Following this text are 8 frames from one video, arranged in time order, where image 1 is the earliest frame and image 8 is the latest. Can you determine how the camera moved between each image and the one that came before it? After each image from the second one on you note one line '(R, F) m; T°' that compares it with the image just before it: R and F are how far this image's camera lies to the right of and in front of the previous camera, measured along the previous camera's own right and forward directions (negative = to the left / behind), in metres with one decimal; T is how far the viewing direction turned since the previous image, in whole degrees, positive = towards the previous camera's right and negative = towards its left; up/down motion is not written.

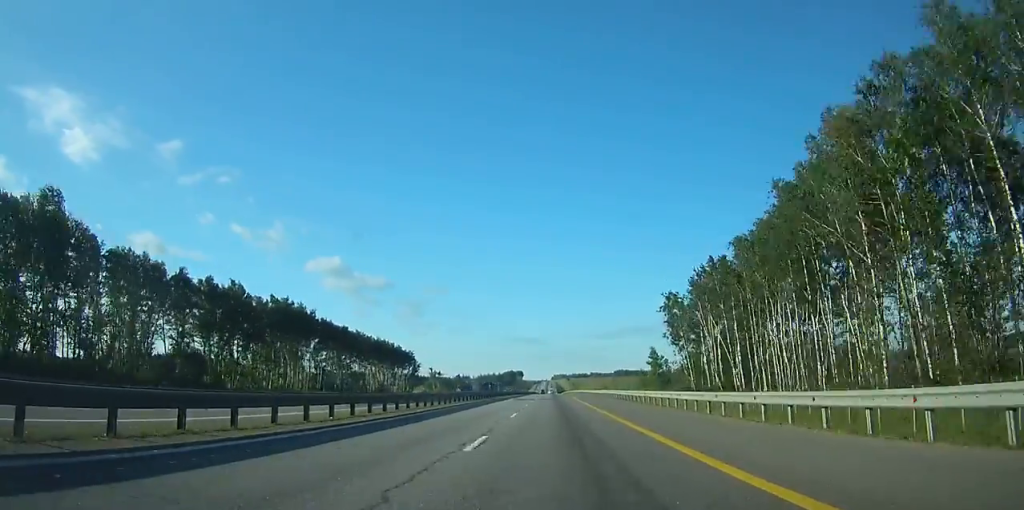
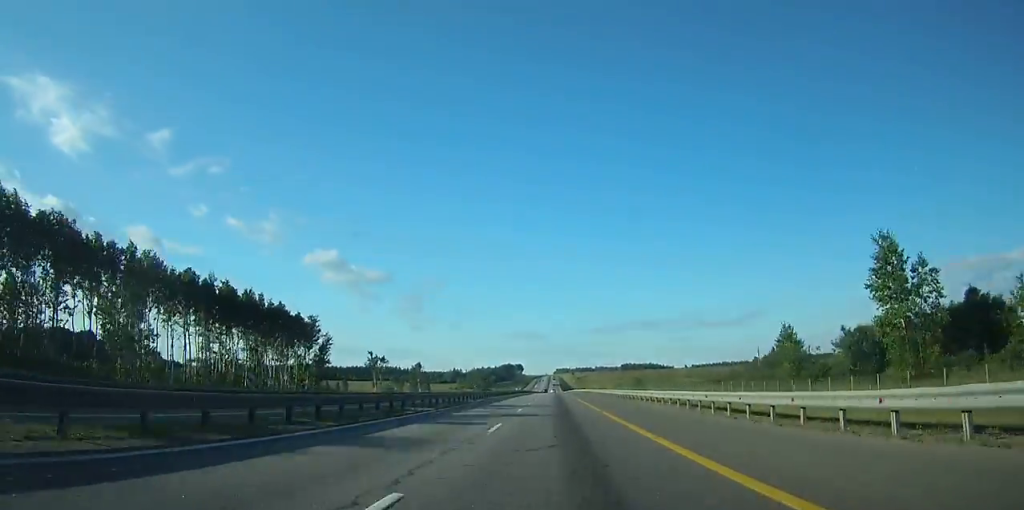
(0.0, +106.8) m; 0°
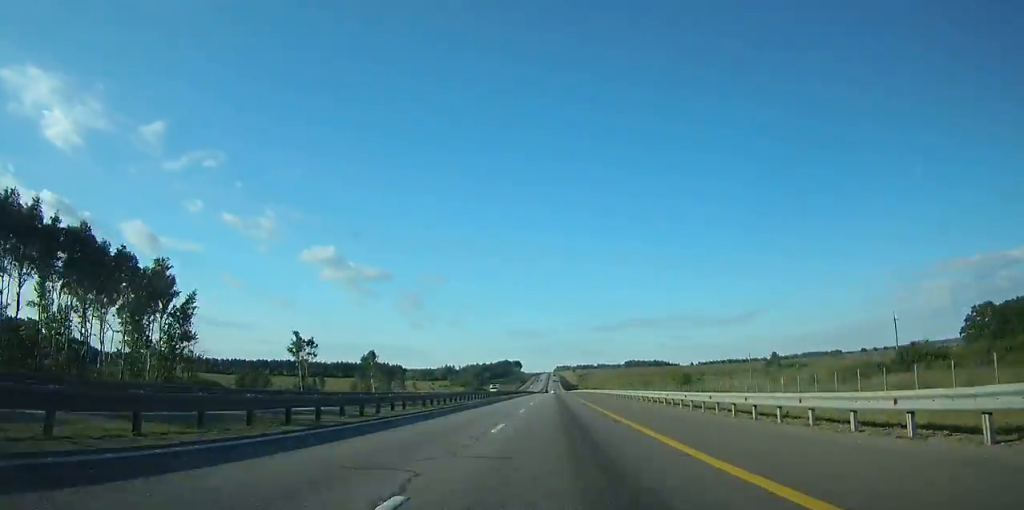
(-0.1, +64.0) m; 0°
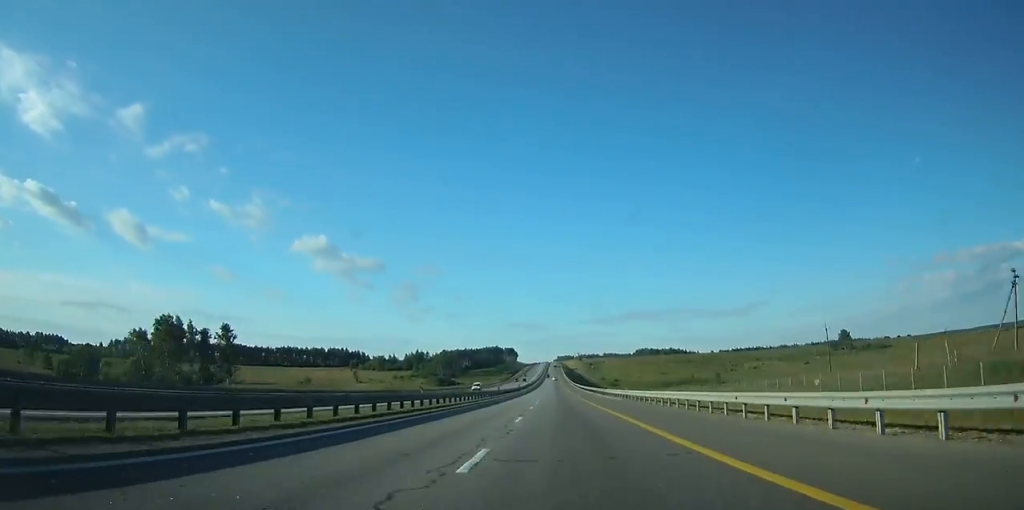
(0.0, +161.7) m; 0°
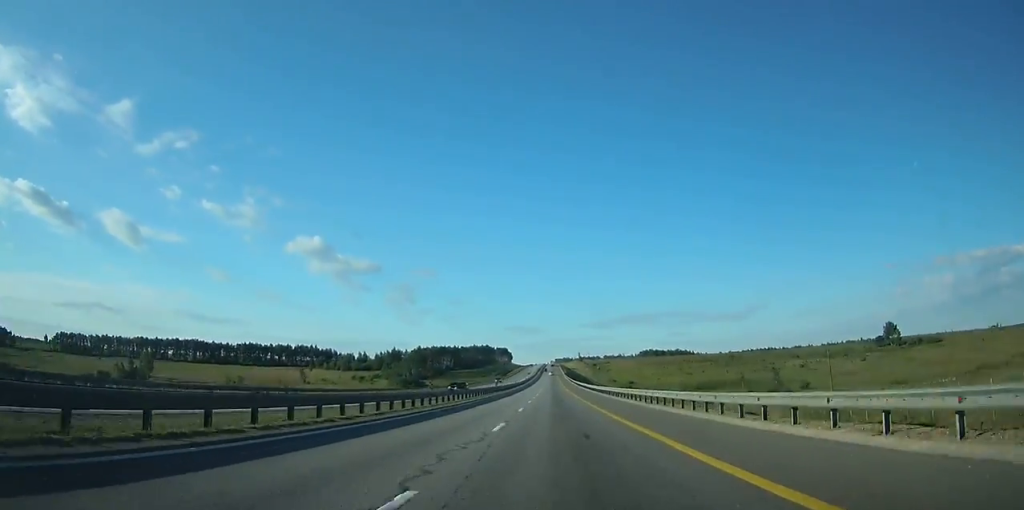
(+0.1, +71.2) m; 0°
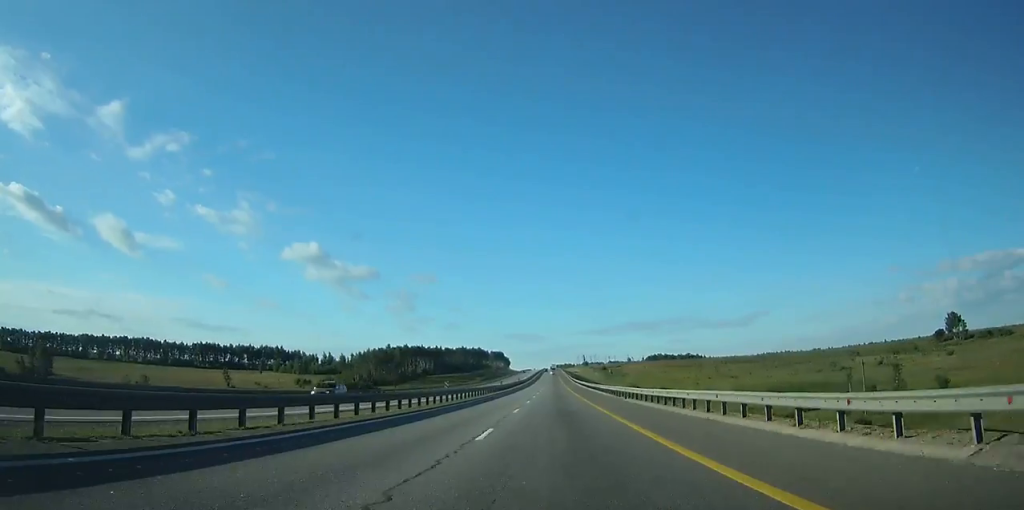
(0.0, +69.4) m; 0°
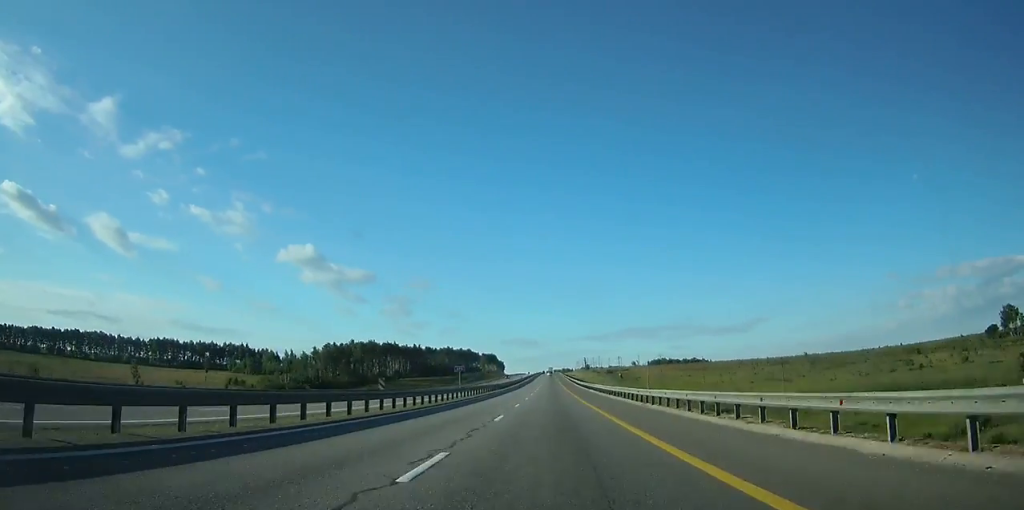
(+0.1, +50.6) m; 0°
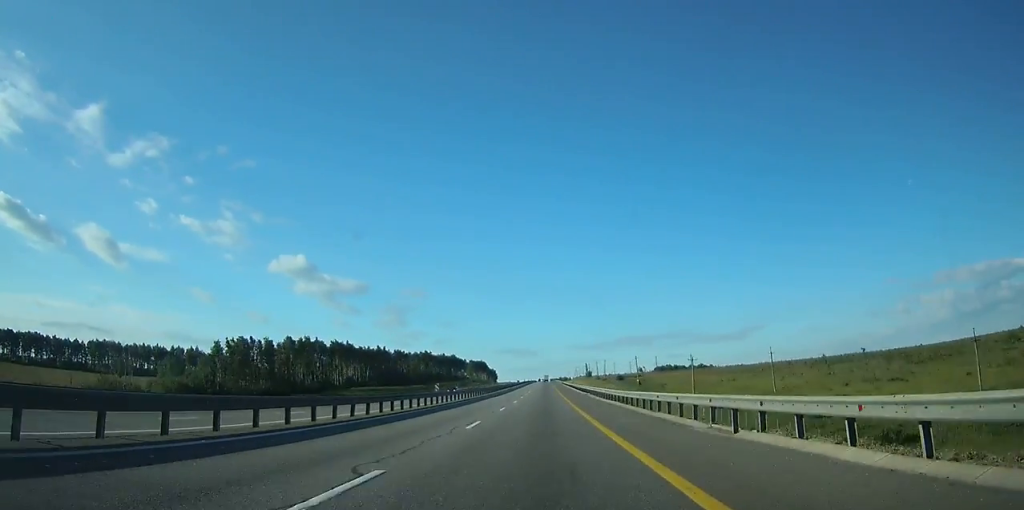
(+0.1, +57.9) m; 0°
